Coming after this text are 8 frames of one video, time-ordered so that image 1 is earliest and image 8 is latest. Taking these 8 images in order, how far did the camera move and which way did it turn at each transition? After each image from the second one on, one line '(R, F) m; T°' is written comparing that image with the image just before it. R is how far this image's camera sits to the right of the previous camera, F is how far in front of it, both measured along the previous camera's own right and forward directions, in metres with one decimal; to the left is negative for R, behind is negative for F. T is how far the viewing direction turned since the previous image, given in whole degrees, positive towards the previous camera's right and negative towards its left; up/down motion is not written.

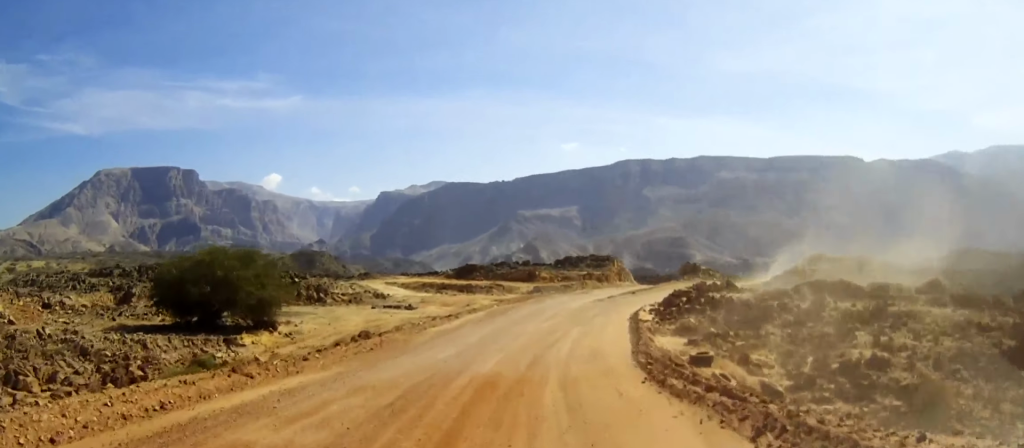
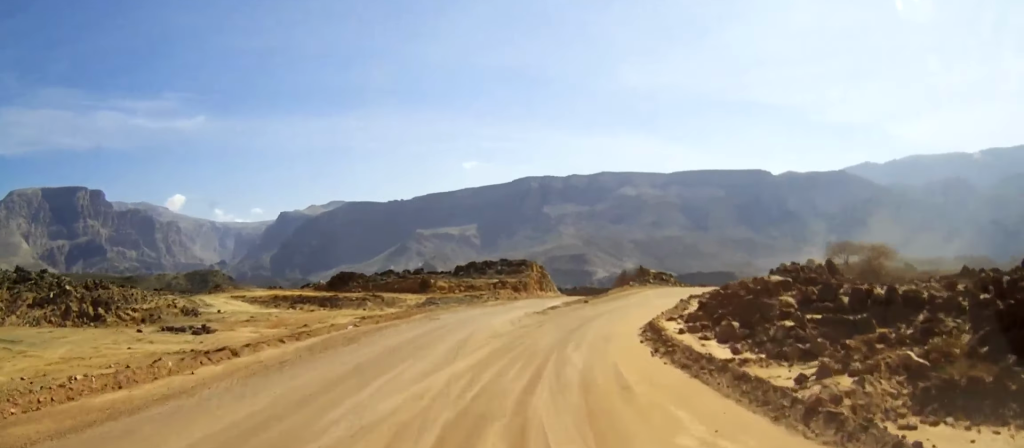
(+1.1, +24.9) m; +7°
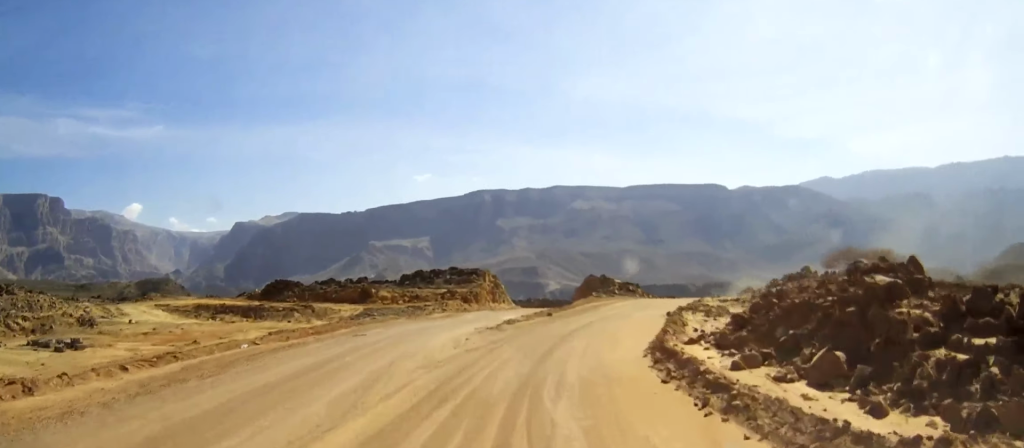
(+0.2, +6.9) m; +3°
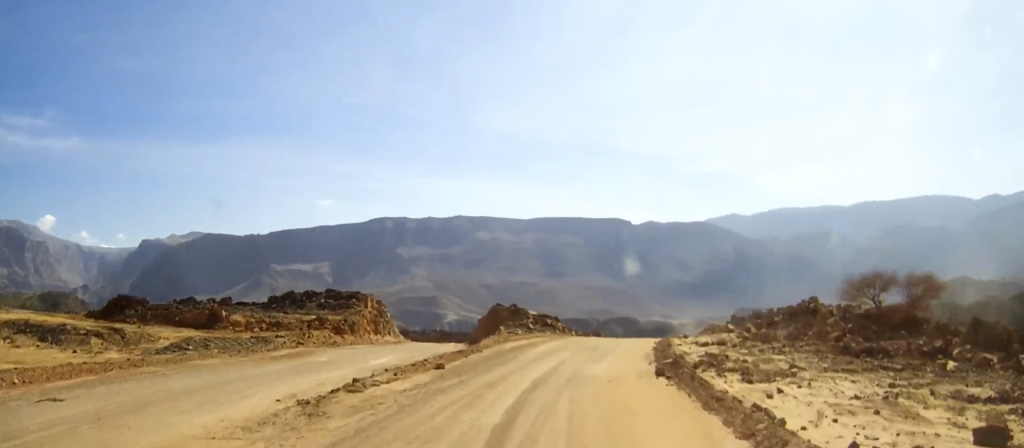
(+0.9, +14.1) m; +7°
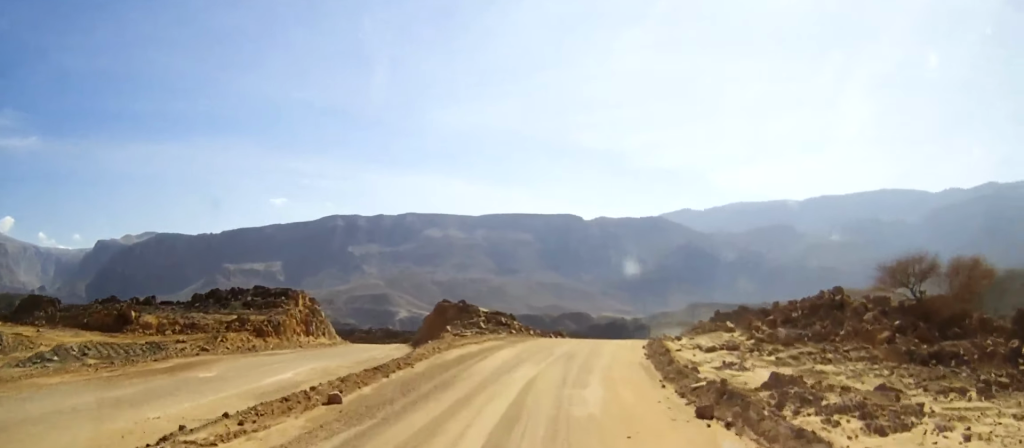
(+0.2, +6.7) m; +3°
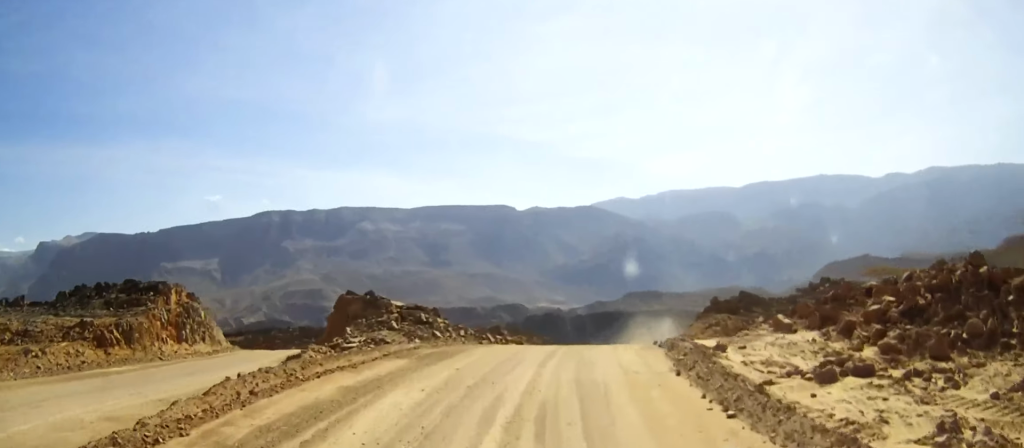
(+0.6, +11.7) m; +6°
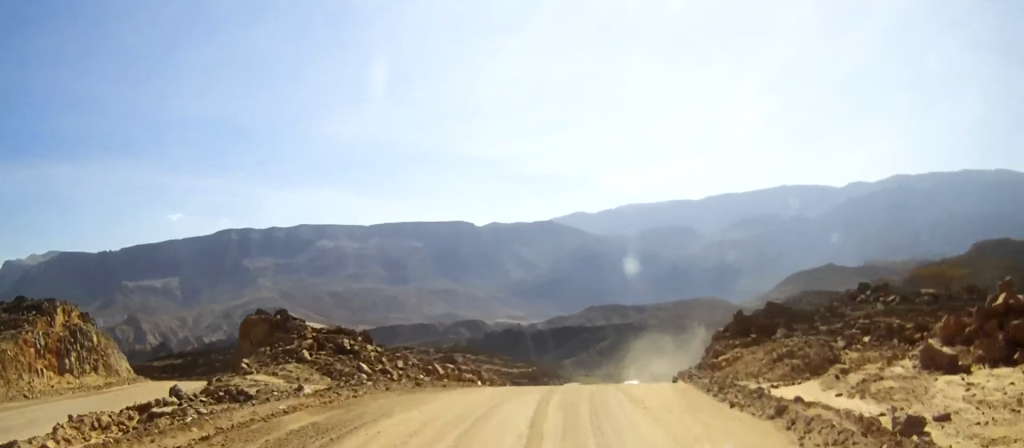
(+0.3, +9.5) m; +4°
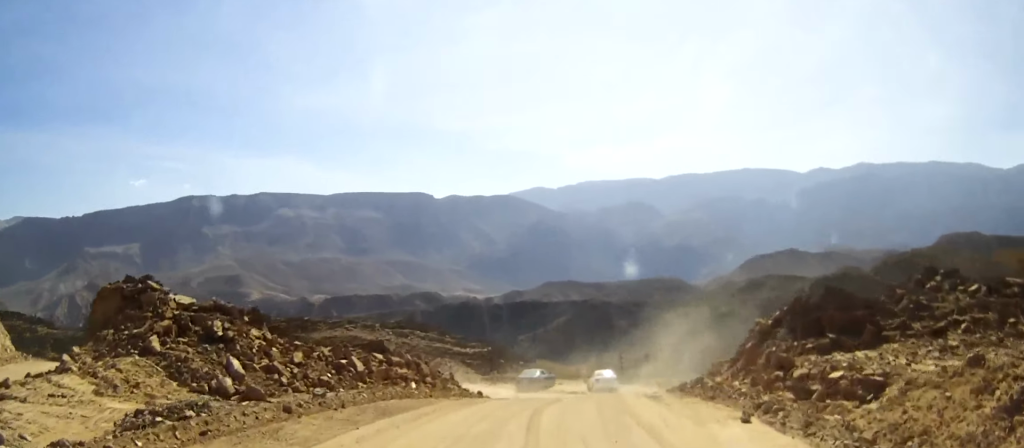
(+0.4, +9.7) m; +4°
